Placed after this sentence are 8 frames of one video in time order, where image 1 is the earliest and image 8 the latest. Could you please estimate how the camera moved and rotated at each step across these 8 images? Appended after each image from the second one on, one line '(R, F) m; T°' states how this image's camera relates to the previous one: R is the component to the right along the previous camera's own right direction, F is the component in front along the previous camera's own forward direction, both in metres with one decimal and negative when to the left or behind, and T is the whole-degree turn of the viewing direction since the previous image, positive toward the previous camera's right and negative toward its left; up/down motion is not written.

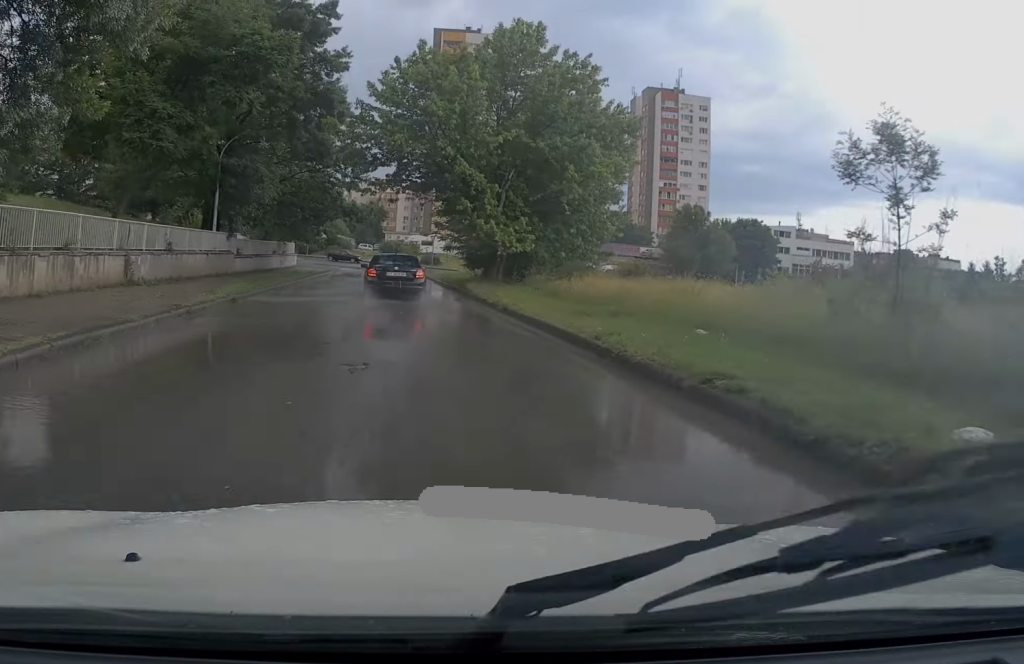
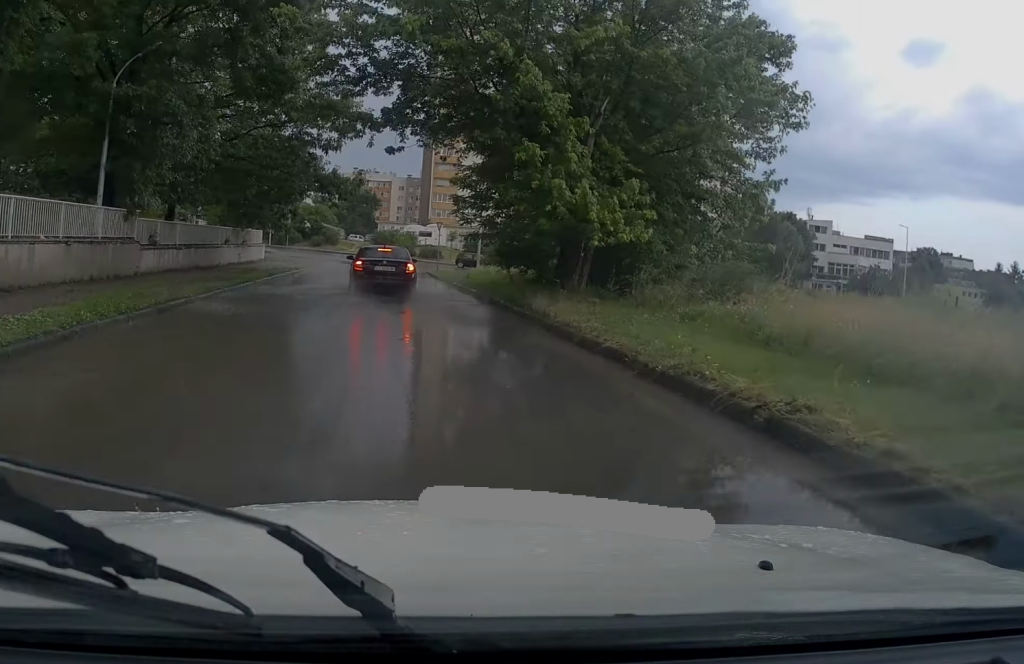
(+0.4, +13.6) m; +1°
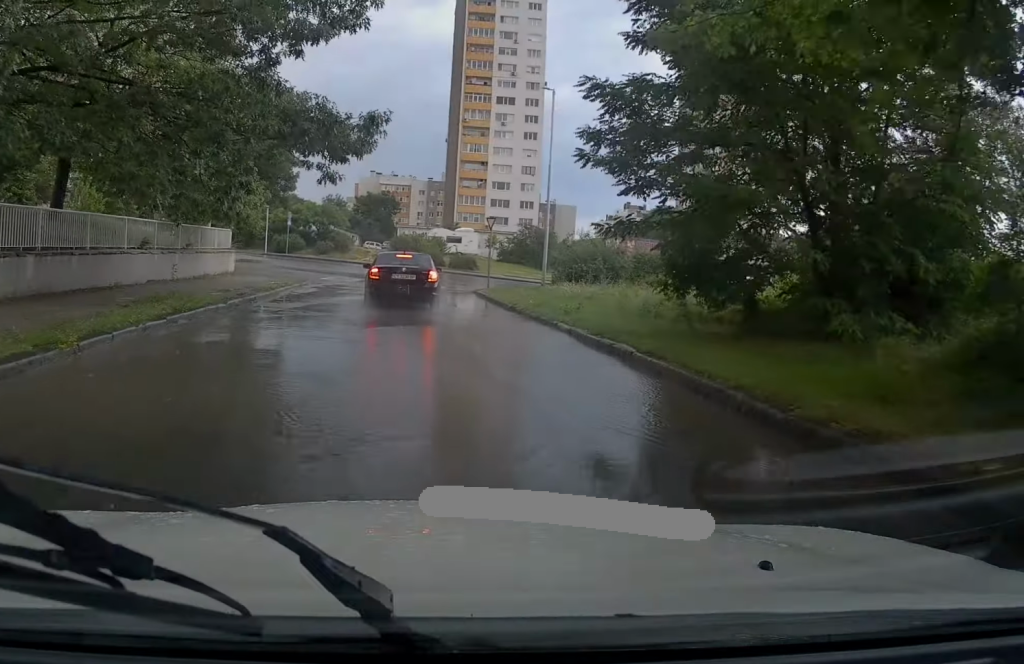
(-0.5, +16.1) m; -2°
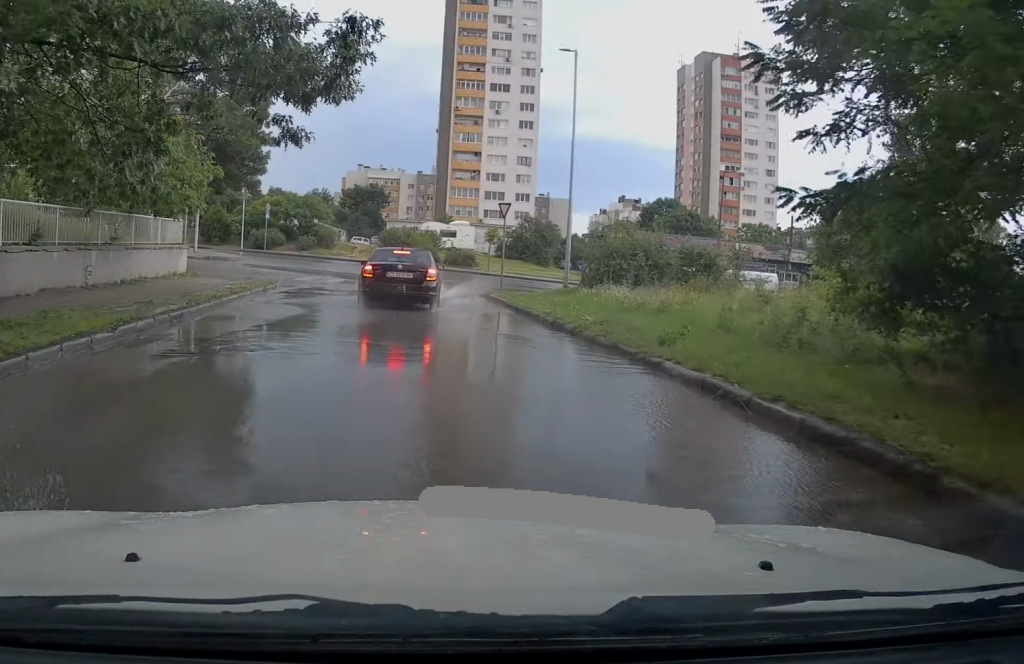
(0.0, +6.6) m; 0°
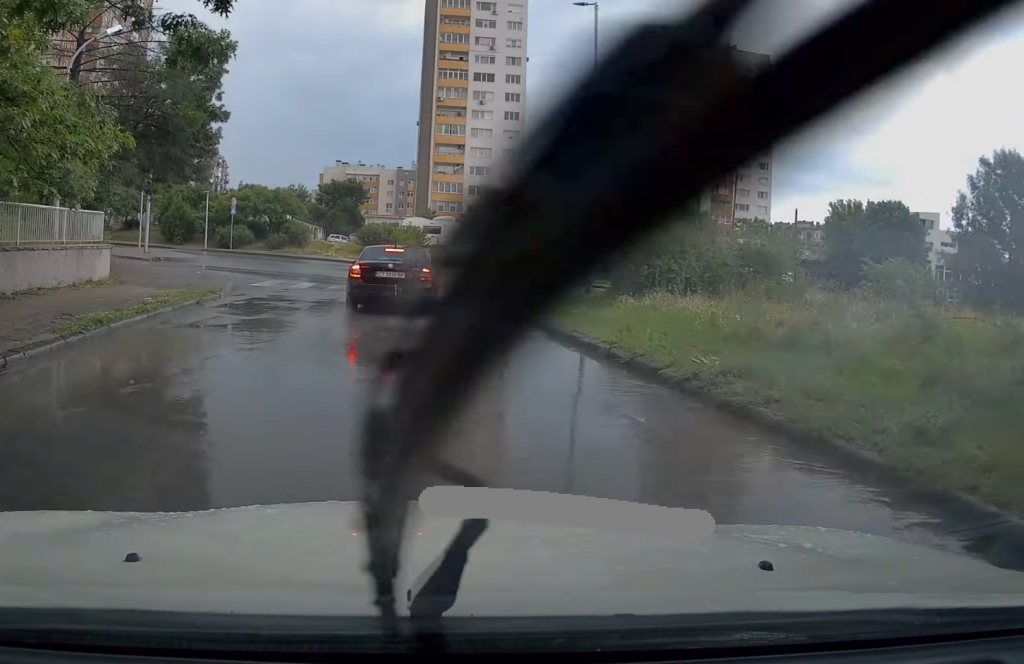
(0.0, +6.3) m; 0°
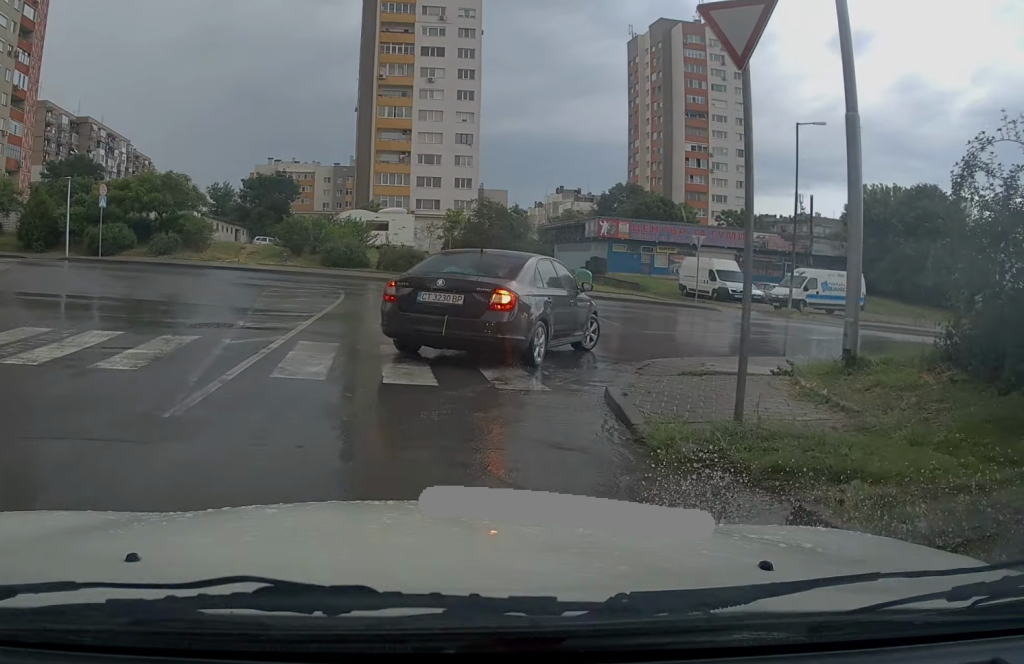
(+0.6, +17.3) m; +4°
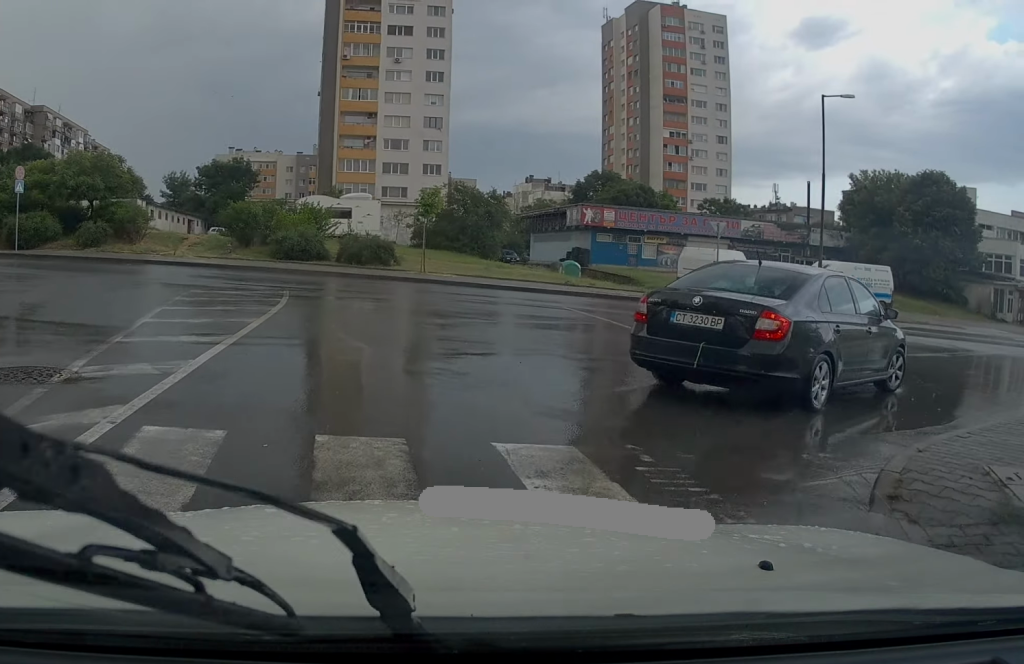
(0.0, +6.5) m; +5°
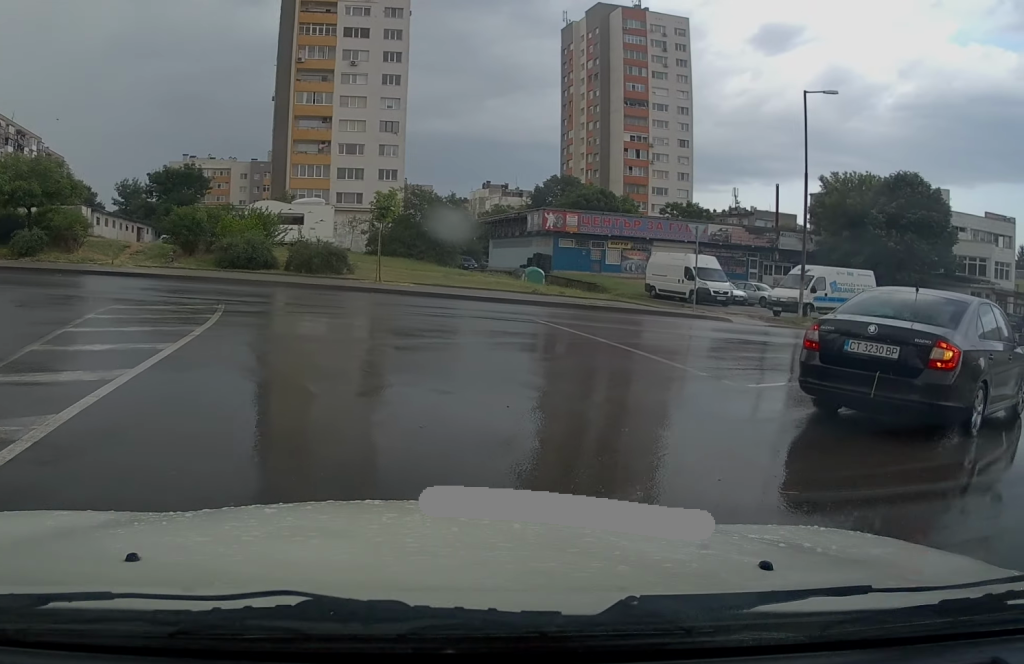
(+0.1, +2.6) m; +5°
